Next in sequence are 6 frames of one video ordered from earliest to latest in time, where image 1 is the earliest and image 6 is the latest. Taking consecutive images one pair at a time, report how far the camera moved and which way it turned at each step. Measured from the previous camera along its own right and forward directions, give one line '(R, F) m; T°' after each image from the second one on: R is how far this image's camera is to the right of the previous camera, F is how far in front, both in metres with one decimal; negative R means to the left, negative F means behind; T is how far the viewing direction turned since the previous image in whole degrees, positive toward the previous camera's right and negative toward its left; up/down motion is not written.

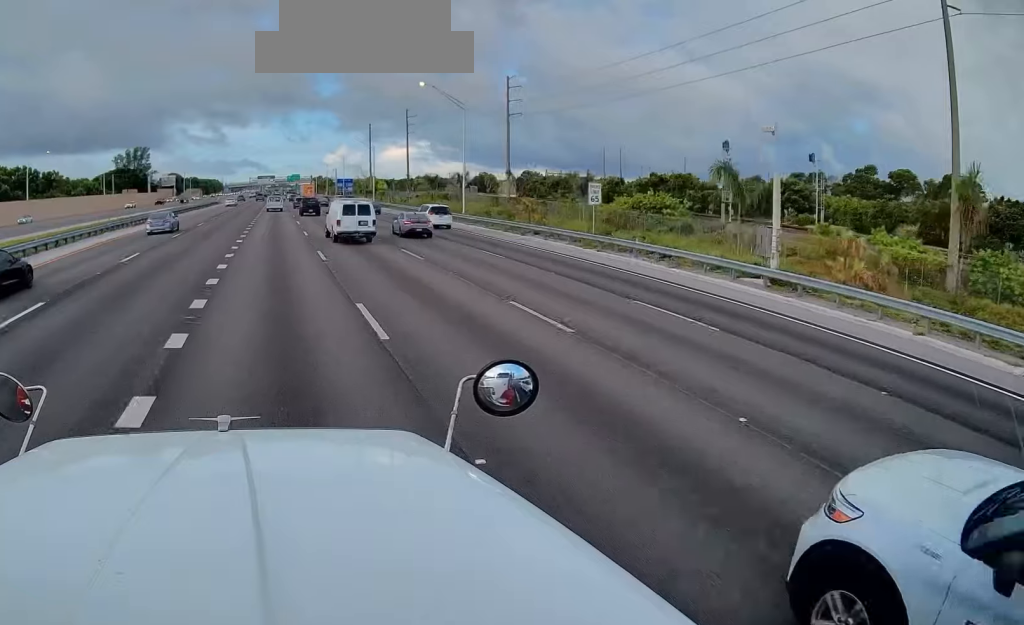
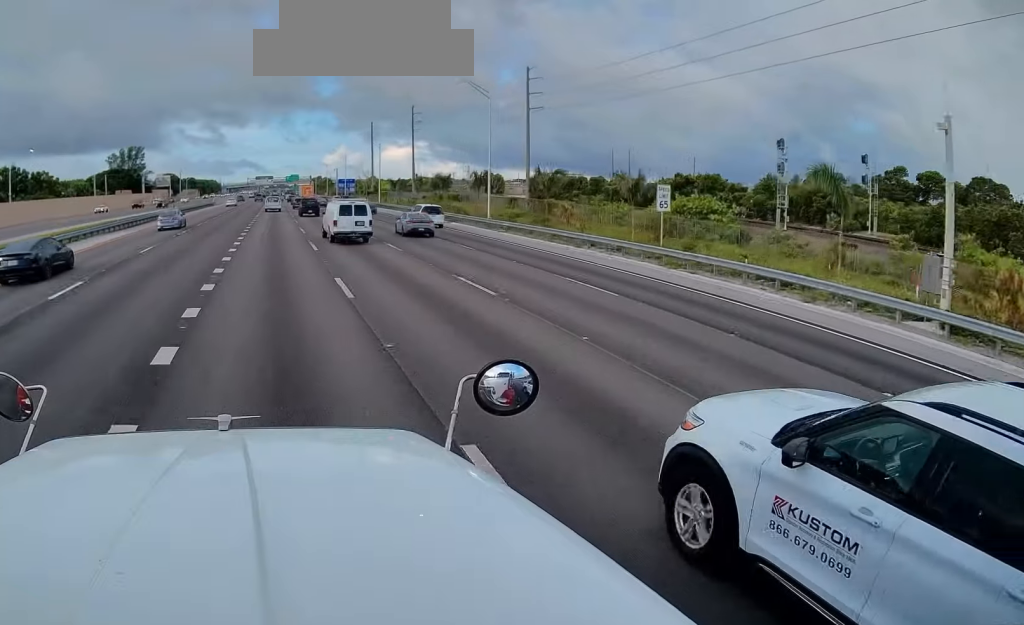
(0.0, +8.7) m; -1°
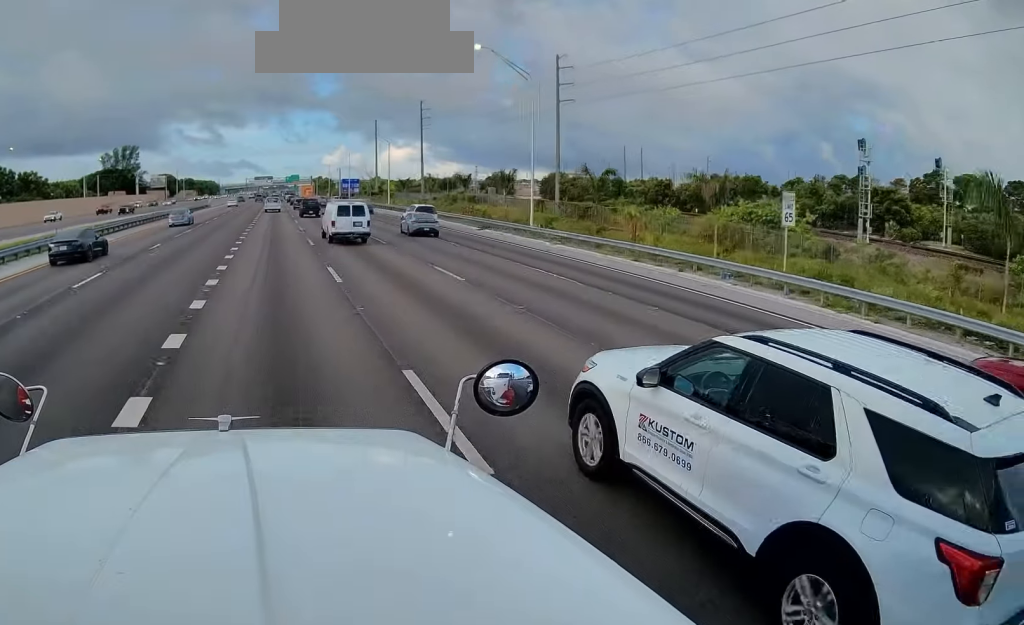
(-0.1, +11.4) m; 0°
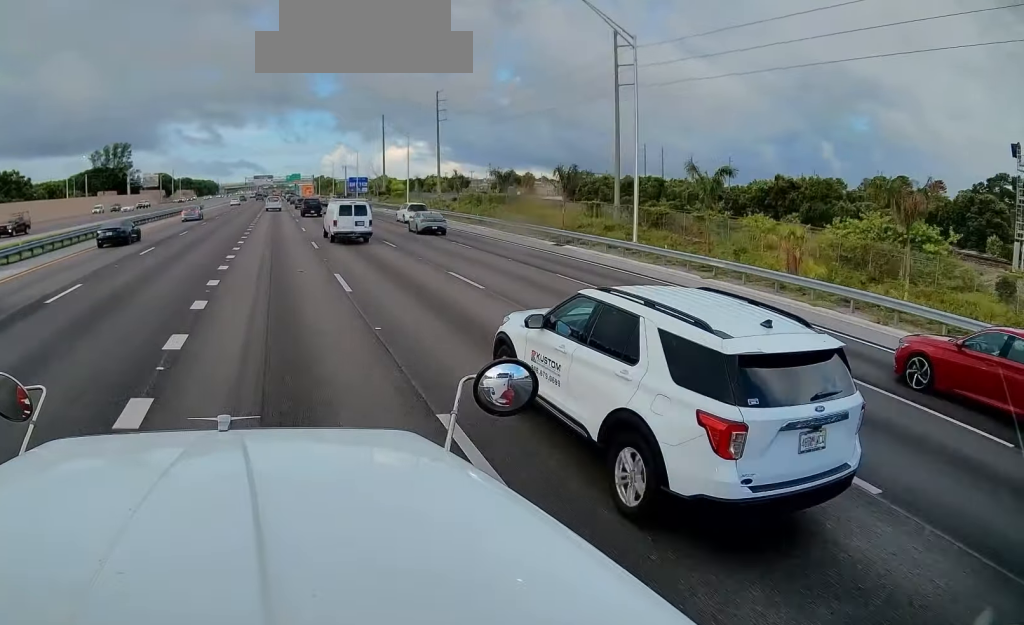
(0.0, +16.9) m; 0°
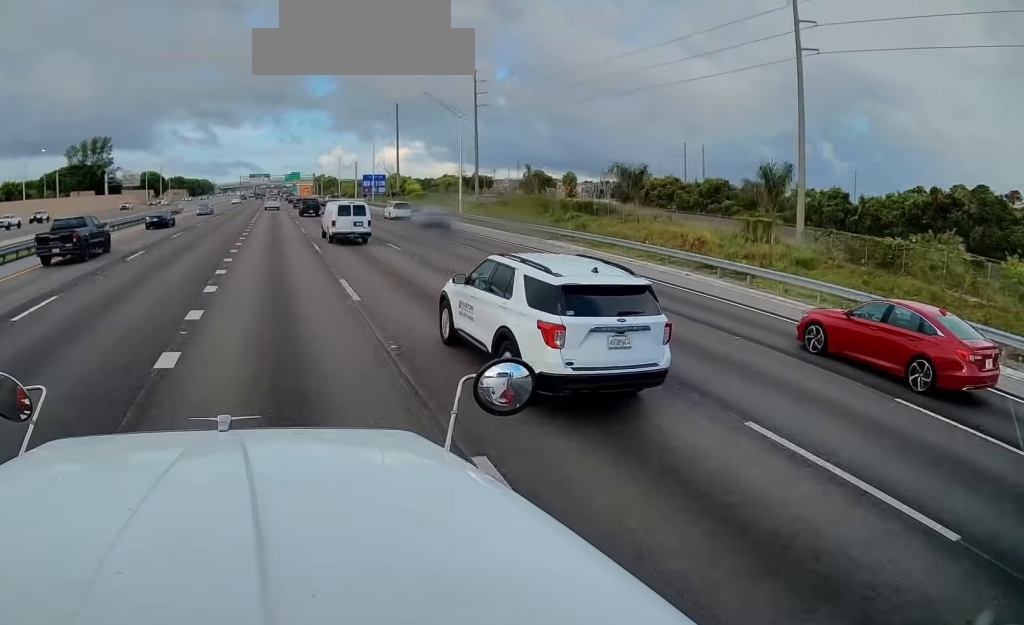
(+0.3, +29.8) m; +1°
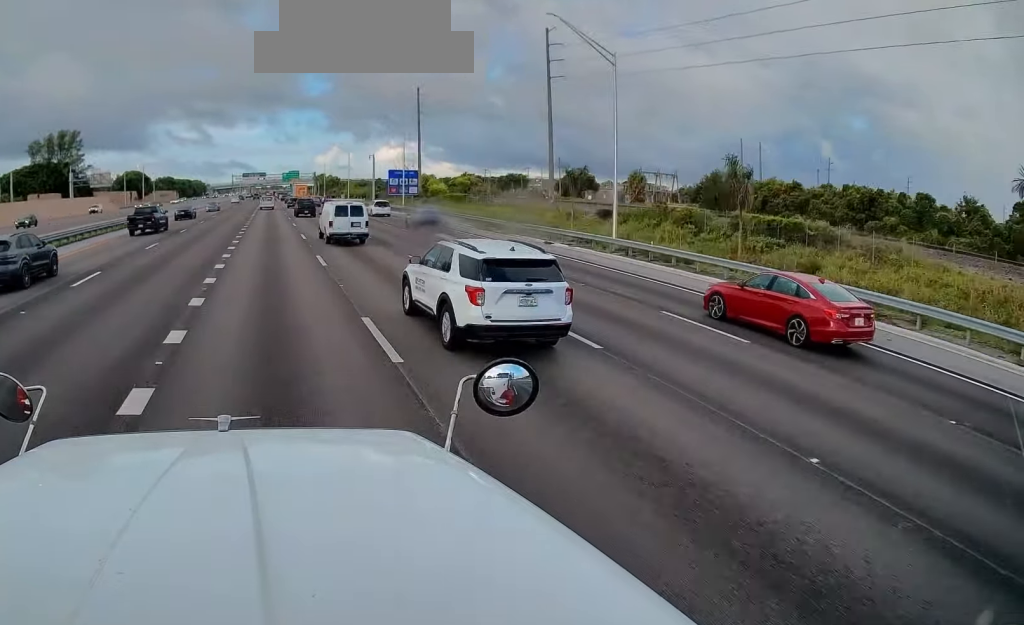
(+0.4, +33.3) m; +1°
